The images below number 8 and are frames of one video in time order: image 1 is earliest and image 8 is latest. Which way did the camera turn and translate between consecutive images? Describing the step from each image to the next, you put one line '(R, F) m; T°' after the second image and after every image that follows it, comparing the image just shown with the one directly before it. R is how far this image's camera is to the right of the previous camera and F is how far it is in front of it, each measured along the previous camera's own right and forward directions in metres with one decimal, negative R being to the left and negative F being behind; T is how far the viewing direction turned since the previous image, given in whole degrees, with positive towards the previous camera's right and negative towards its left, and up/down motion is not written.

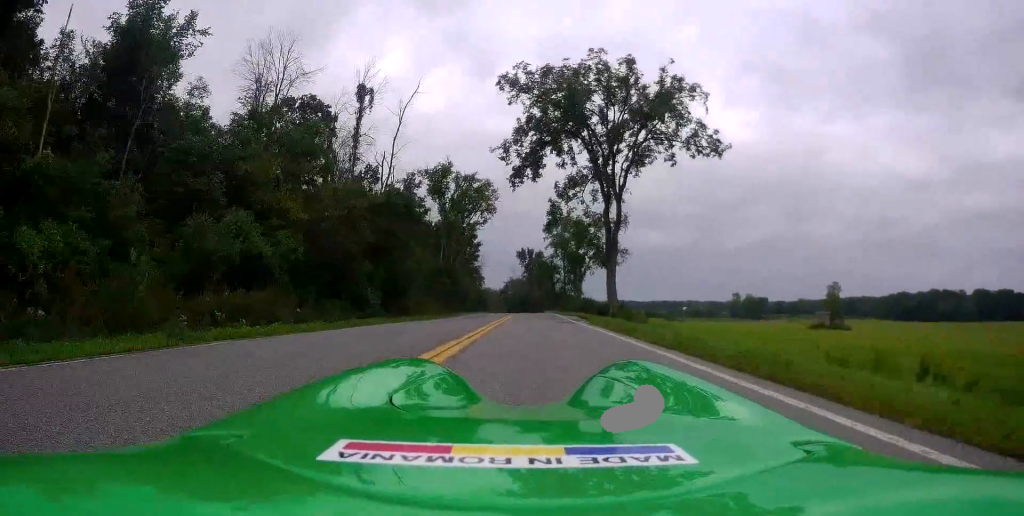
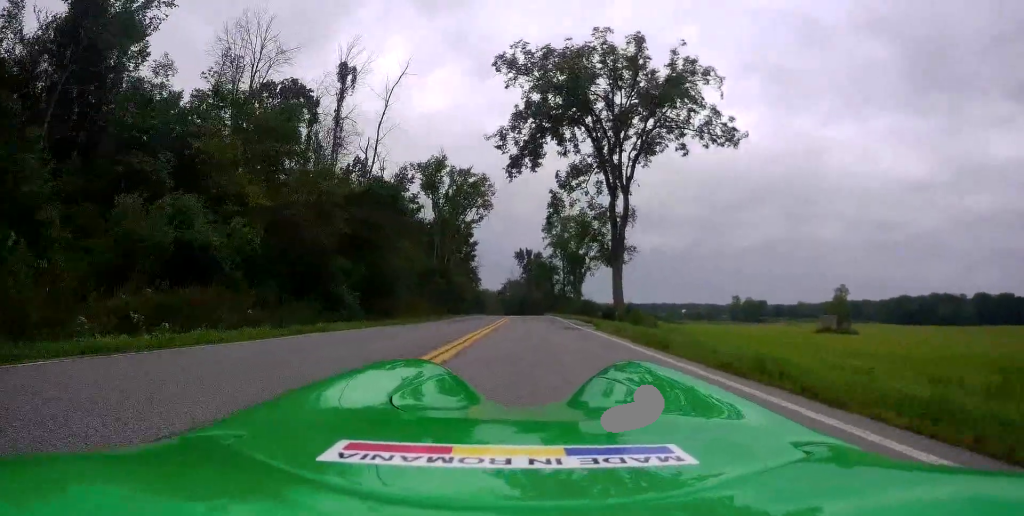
(+0.1, +4.0) m; +1°
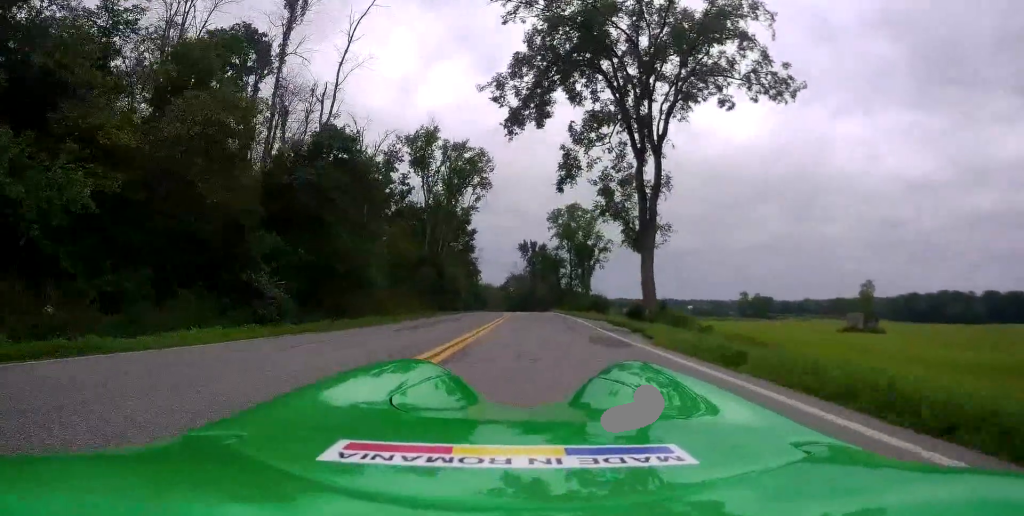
(0.0, +8.6) m; -2°
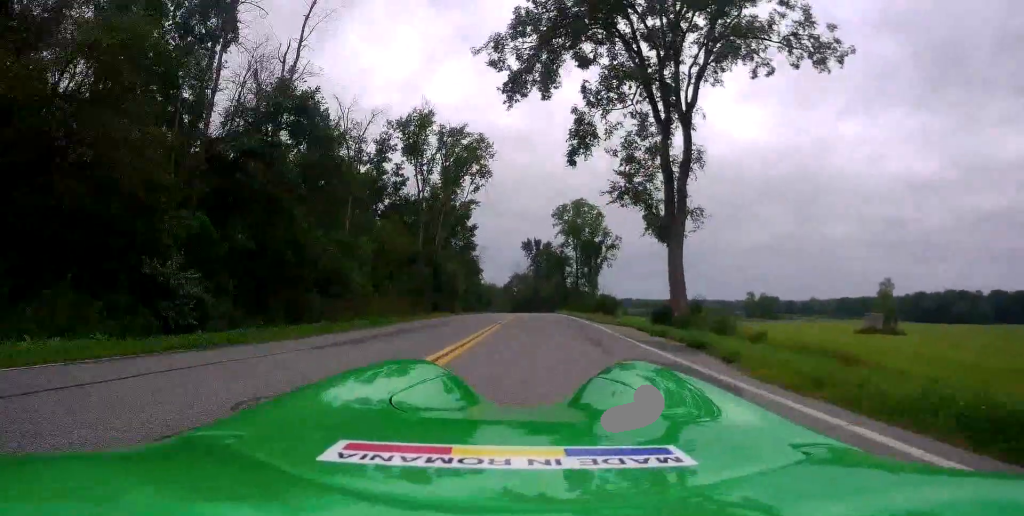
(-0.2, +5.1) m; 0°
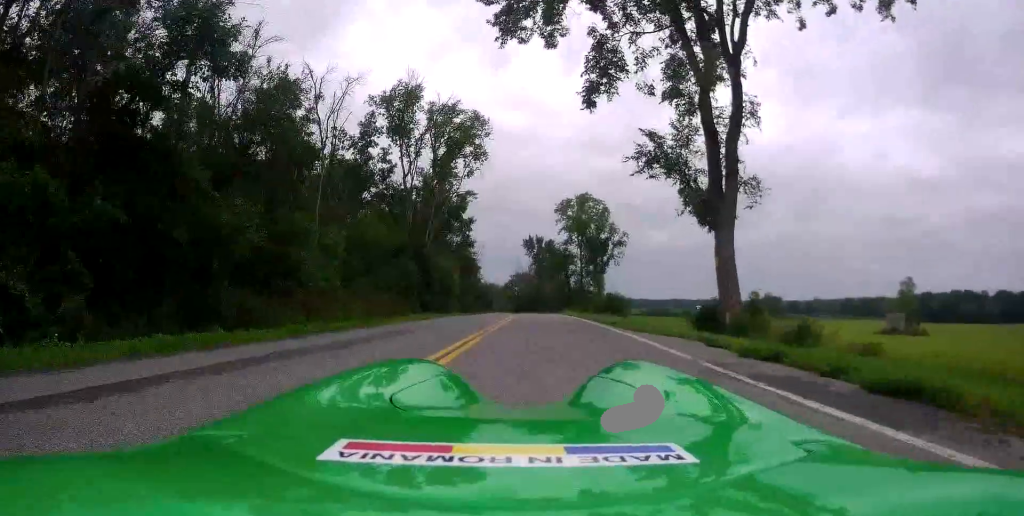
(0.0, +6.5) m; 0°
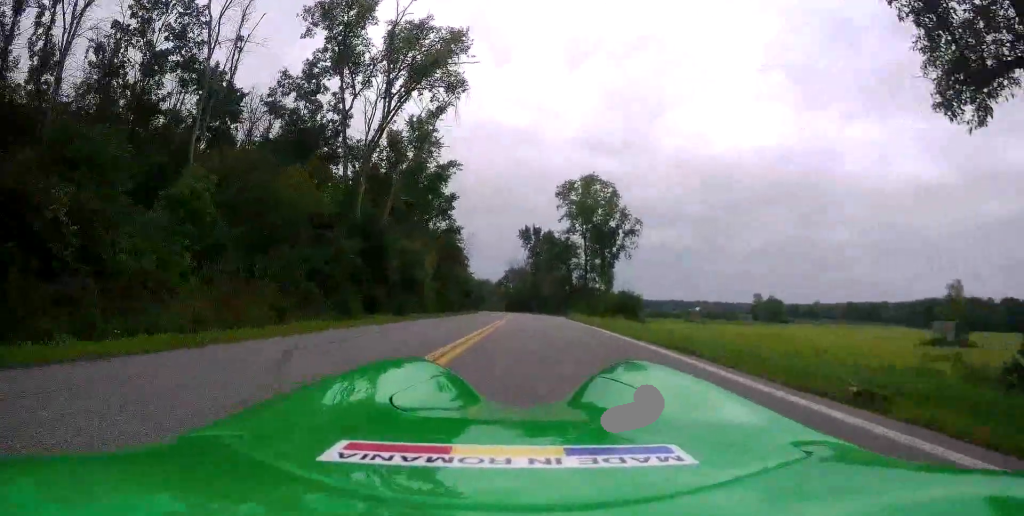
(-0.1, +14.1) m; 0°
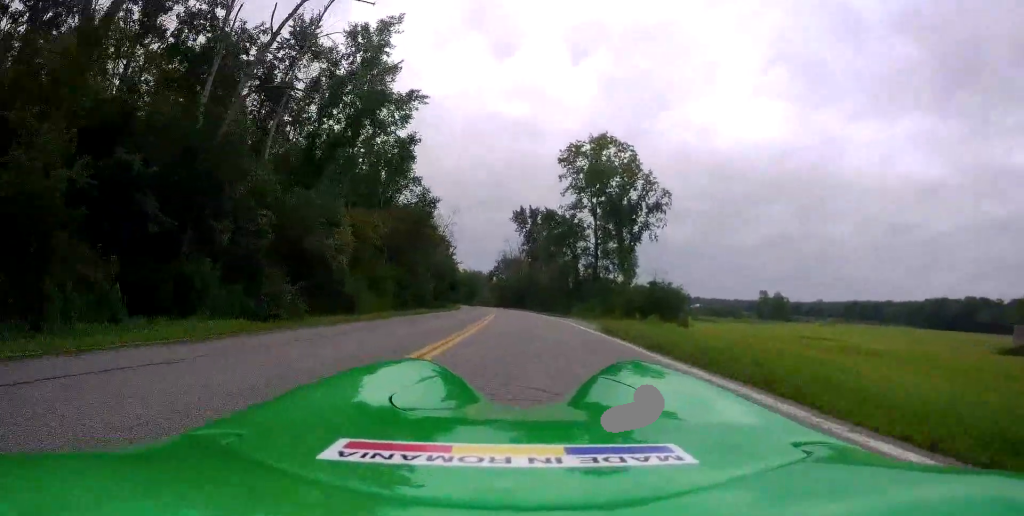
(0.0, +18.8) m; 0°
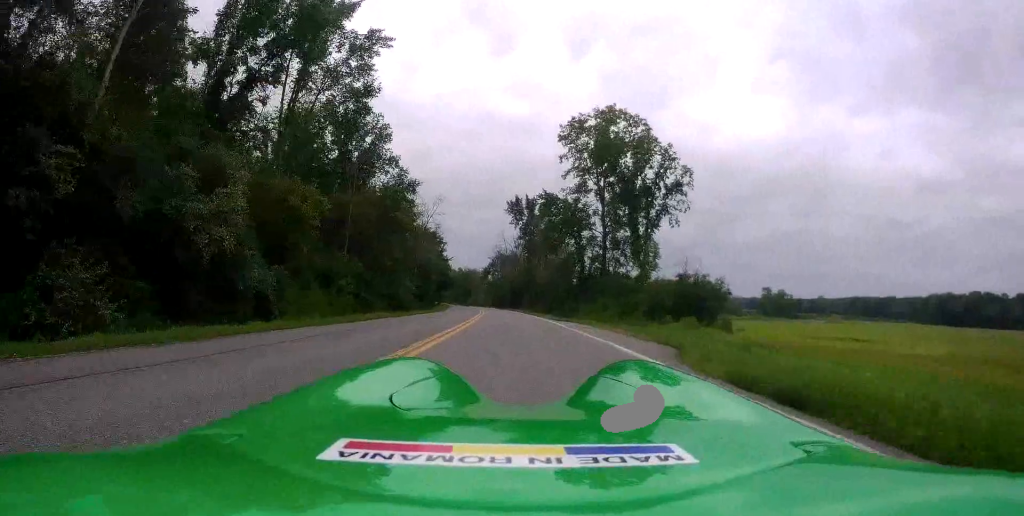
(+0.1, +9.9) m; -1°
